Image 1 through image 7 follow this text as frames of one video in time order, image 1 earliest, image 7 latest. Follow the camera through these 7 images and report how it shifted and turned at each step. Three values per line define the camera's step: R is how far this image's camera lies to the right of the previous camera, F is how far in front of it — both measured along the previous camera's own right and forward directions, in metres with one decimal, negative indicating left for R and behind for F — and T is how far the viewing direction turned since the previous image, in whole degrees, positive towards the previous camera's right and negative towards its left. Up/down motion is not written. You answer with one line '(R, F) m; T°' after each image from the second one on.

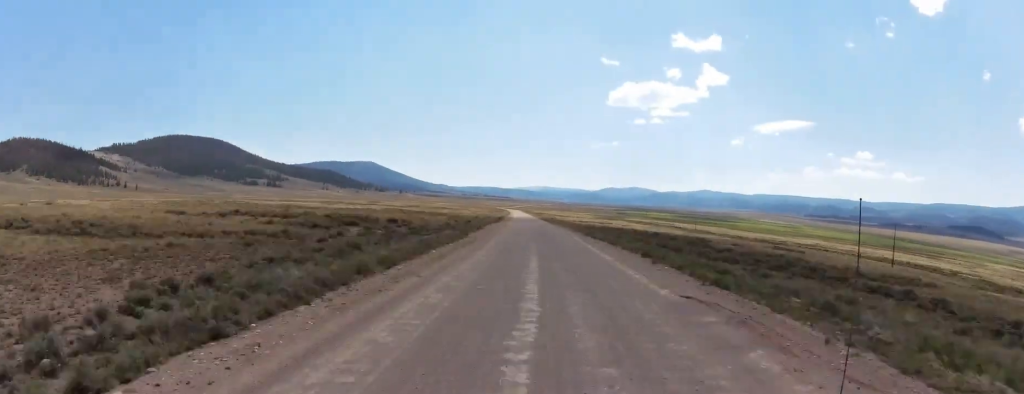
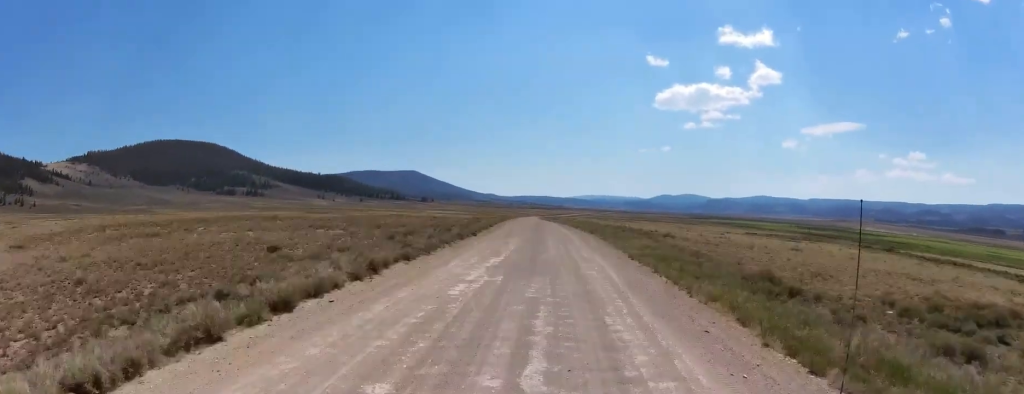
(-19.0, +324.6) m; -6°
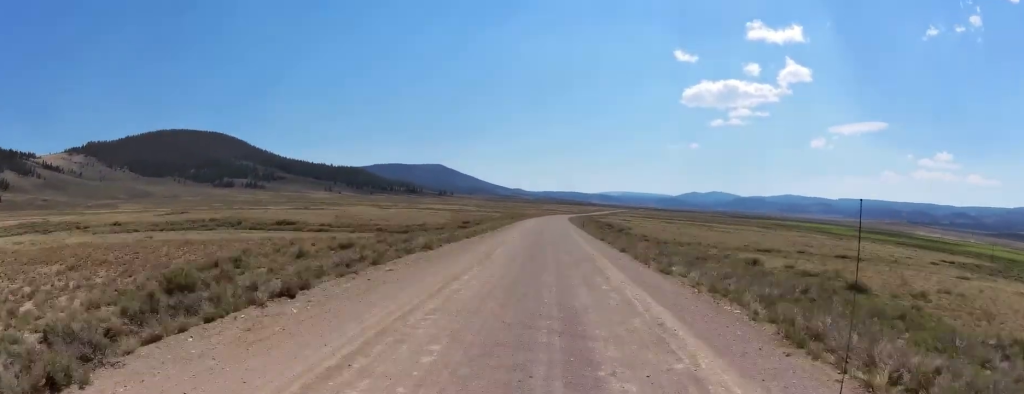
(-5.2, +111.8) m; 0°
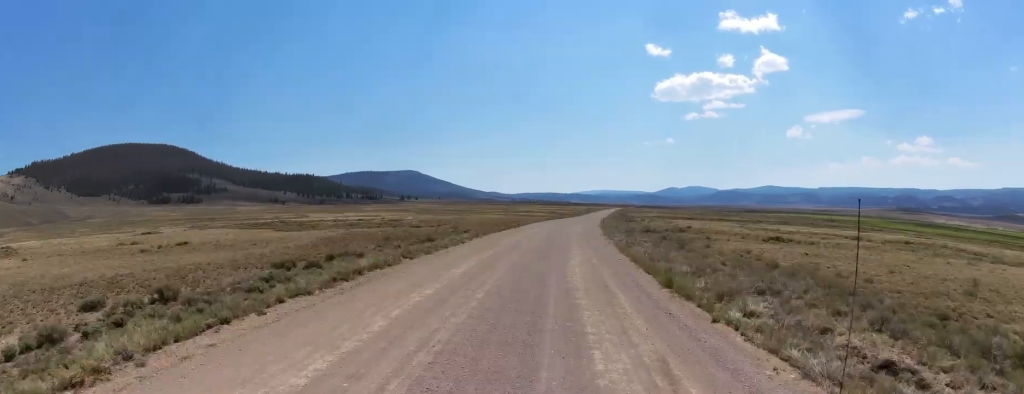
(+4.4, +139.0) m; +4°
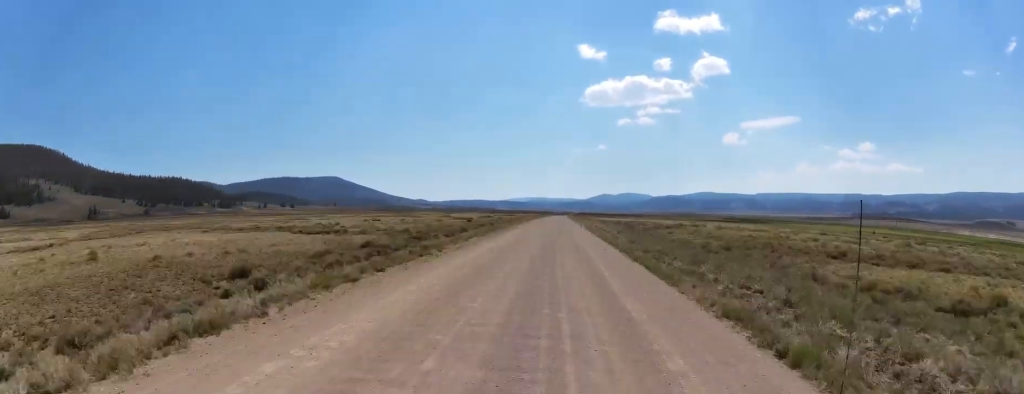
(+17.3, +280.4) m; +5°
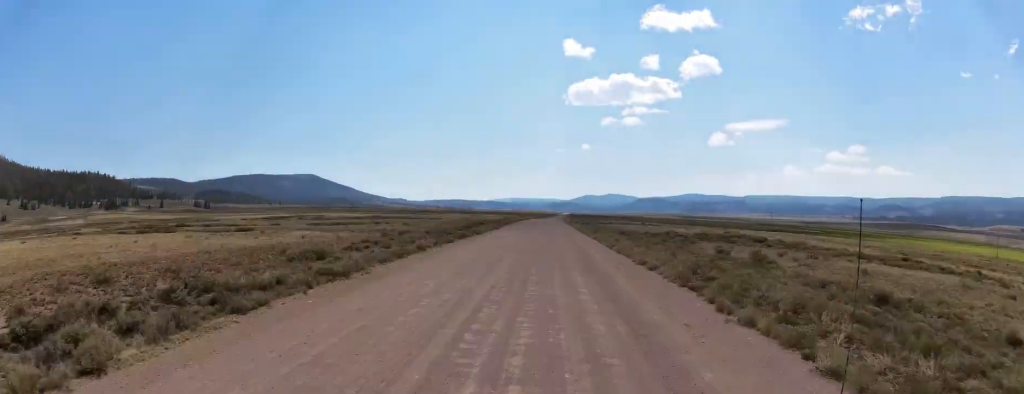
(+1.4, +201.9) m; +1°
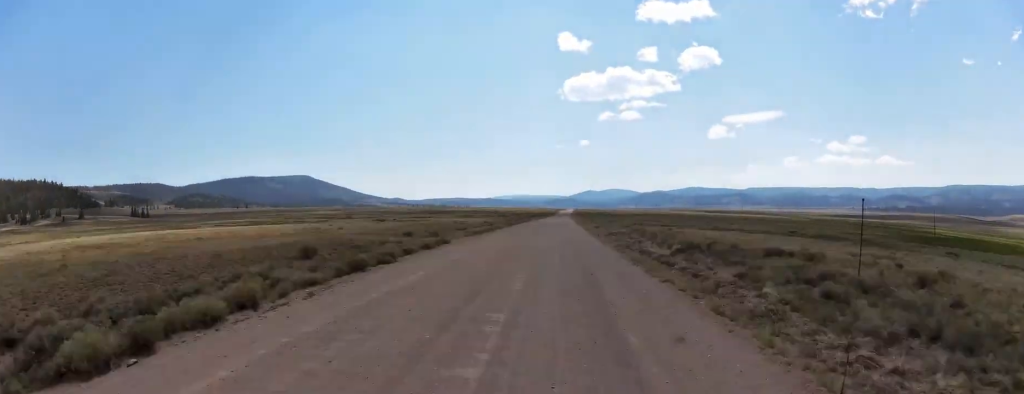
(+1.4, +130.9) m; +1°
